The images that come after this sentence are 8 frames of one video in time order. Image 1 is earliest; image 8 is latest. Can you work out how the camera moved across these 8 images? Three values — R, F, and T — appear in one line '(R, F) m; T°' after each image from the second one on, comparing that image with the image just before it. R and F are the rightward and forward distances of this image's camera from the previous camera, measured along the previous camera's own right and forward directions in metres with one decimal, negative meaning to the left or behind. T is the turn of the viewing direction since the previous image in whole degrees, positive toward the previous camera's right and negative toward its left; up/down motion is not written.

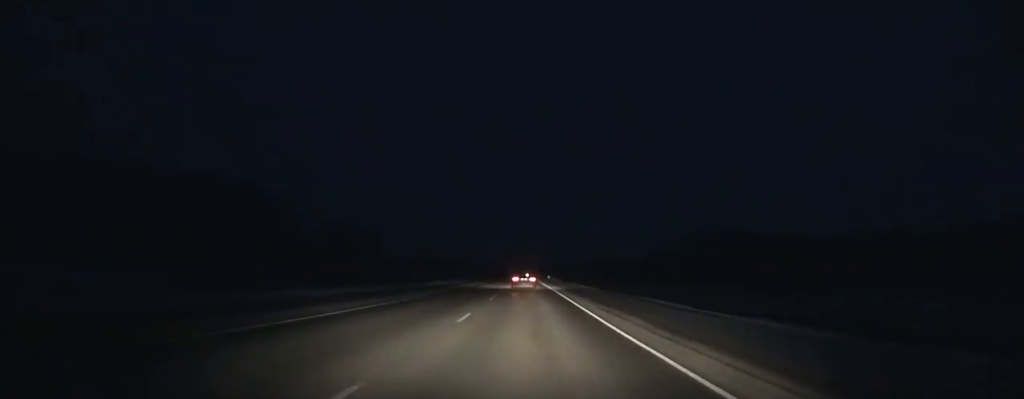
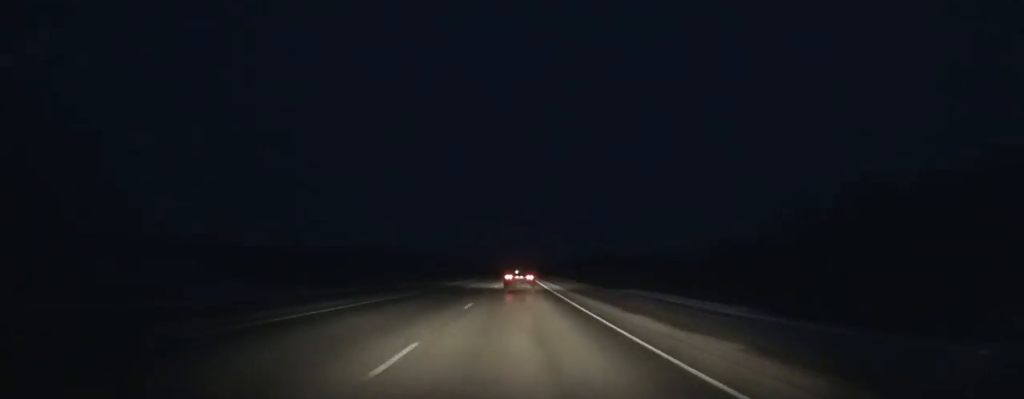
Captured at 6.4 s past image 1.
(+1.1, +149.2) m; +1°
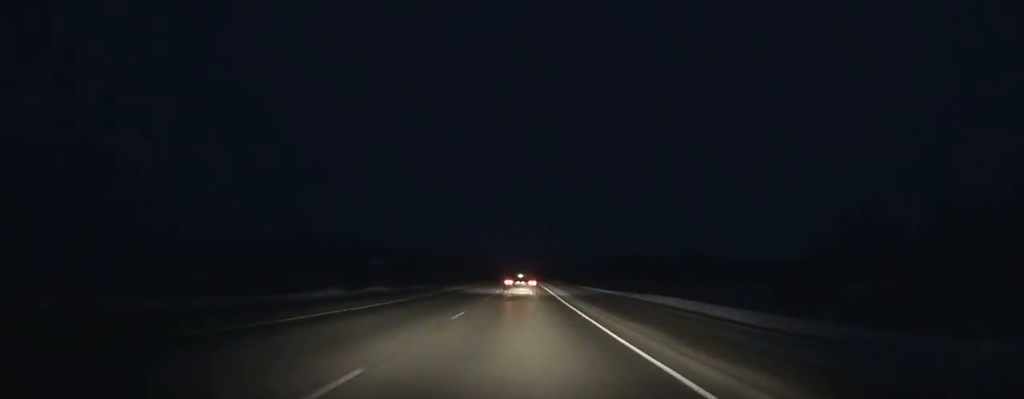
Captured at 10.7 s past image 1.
(+0.2, +98.0) m; 0°
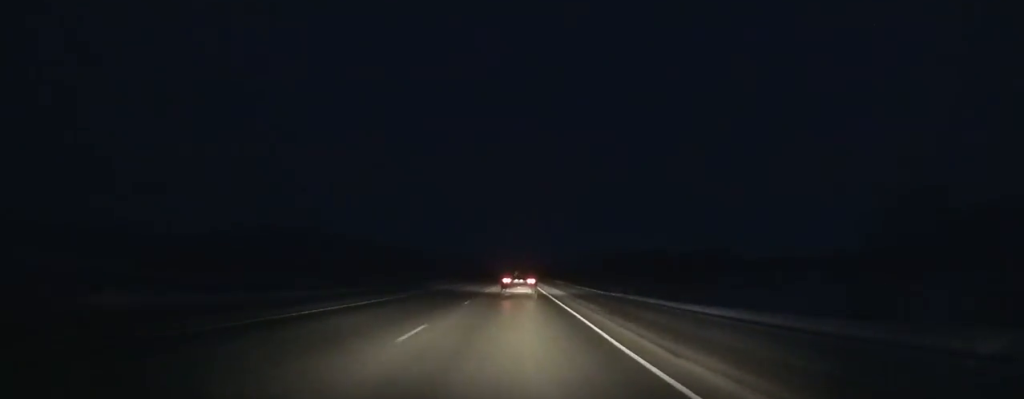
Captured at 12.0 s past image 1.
(+0.3, +29.2) m; 0°
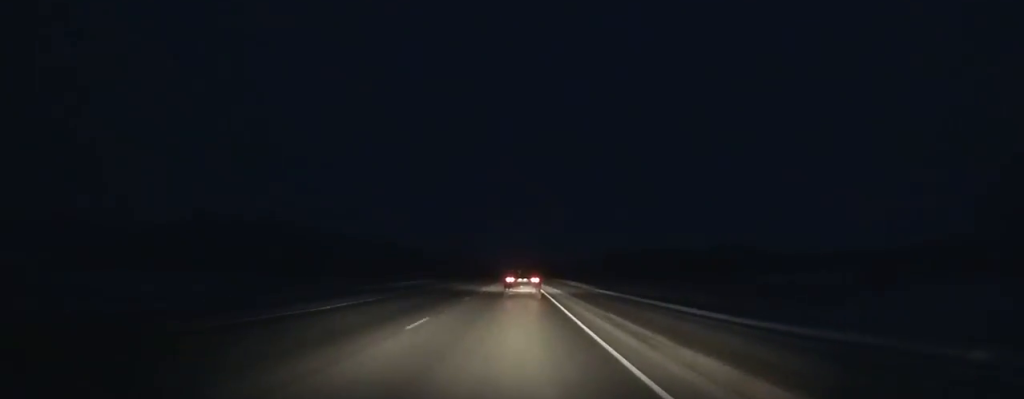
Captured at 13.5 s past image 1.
(0.0, +33.6) m; 0°
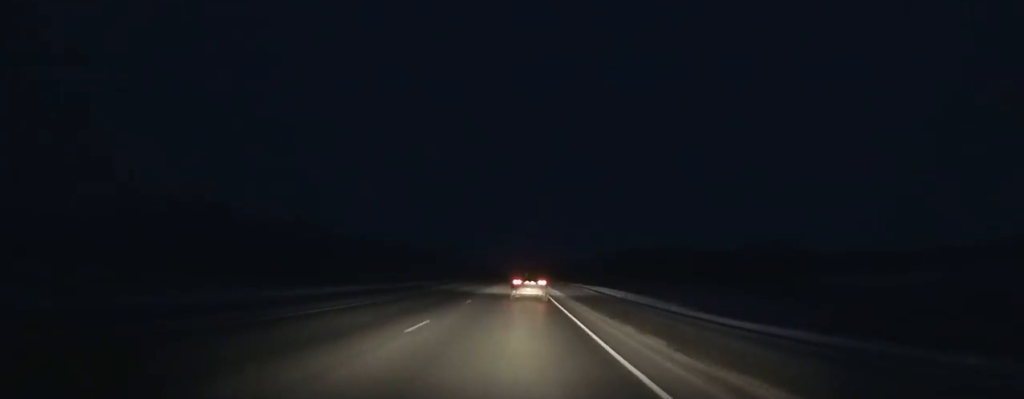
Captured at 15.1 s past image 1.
(-0.4, +35.7) m; 0°
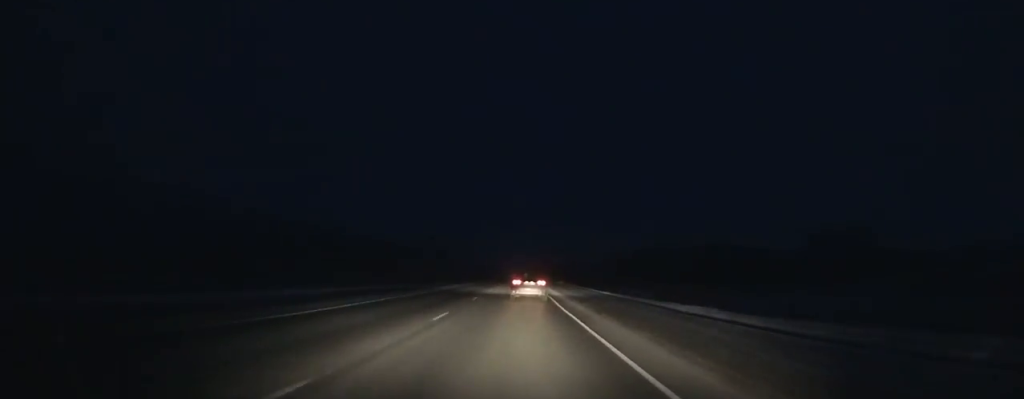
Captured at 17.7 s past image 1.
(0.0, +58.0) m; 0°
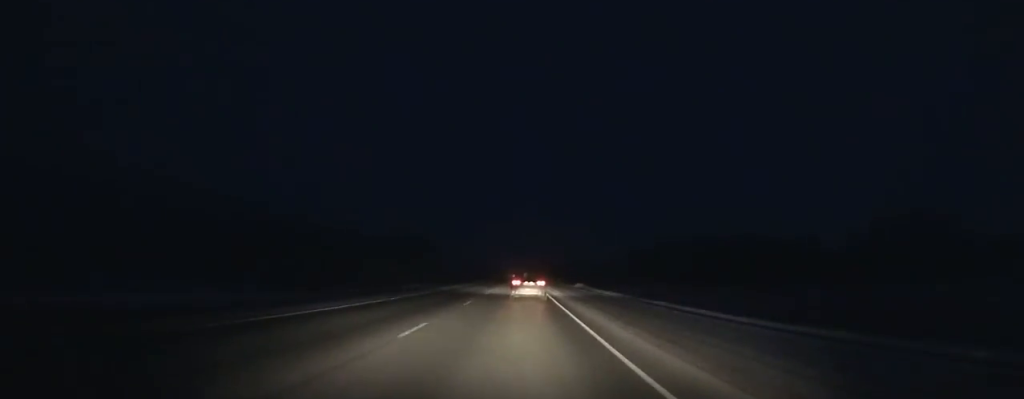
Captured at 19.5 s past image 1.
(+0.1, +40.3) m; 0°
